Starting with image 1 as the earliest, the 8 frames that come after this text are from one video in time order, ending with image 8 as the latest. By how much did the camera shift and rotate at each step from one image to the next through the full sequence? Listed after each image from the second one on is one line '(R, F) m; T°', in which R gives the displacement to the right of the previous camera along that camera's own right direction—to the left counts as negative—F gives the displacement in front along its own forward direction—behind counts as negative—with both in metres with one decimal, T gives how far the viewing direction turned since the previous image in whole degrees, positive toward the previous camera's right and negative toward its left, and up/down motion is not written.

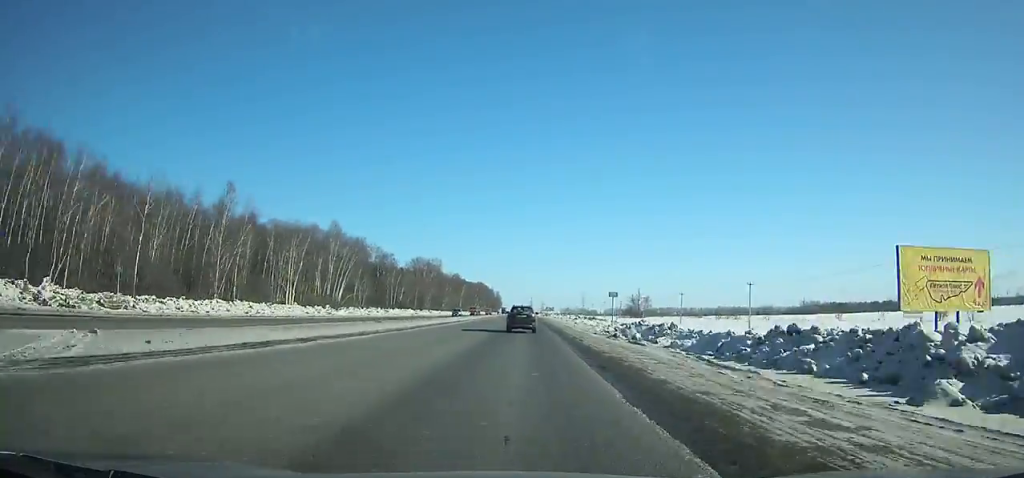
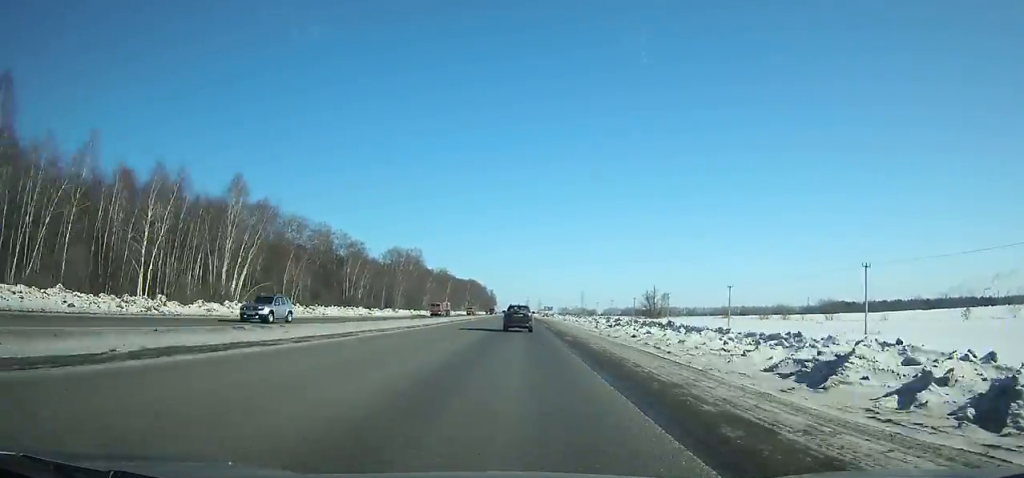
(-0.1, +40.2) m; 0°
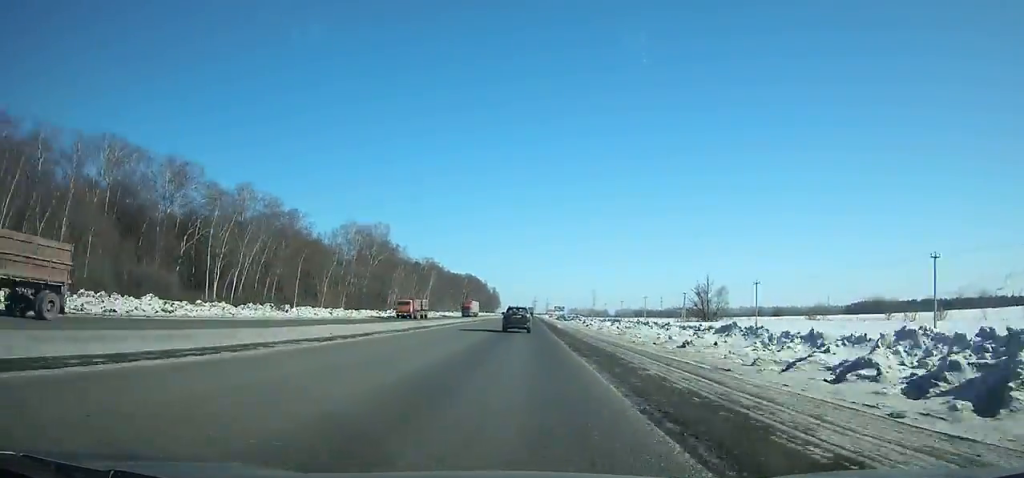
(-0.1, +62.0) m; 0°
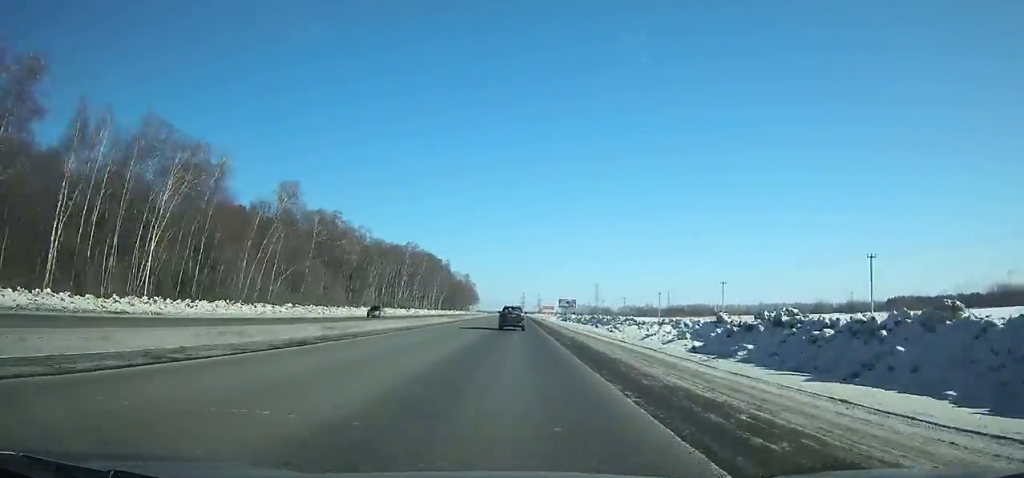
(+0.6, +142.0) m; 0°
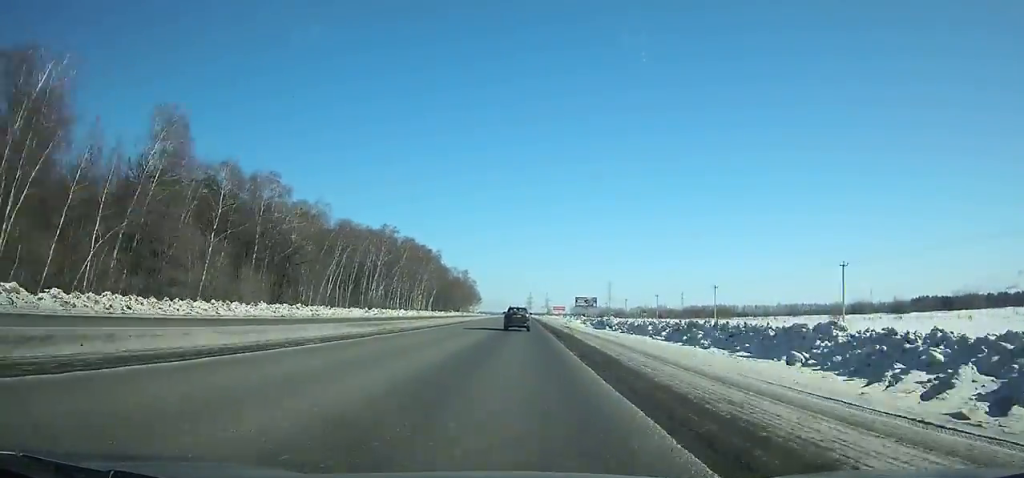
(+0.1, +42.6) m; 0°
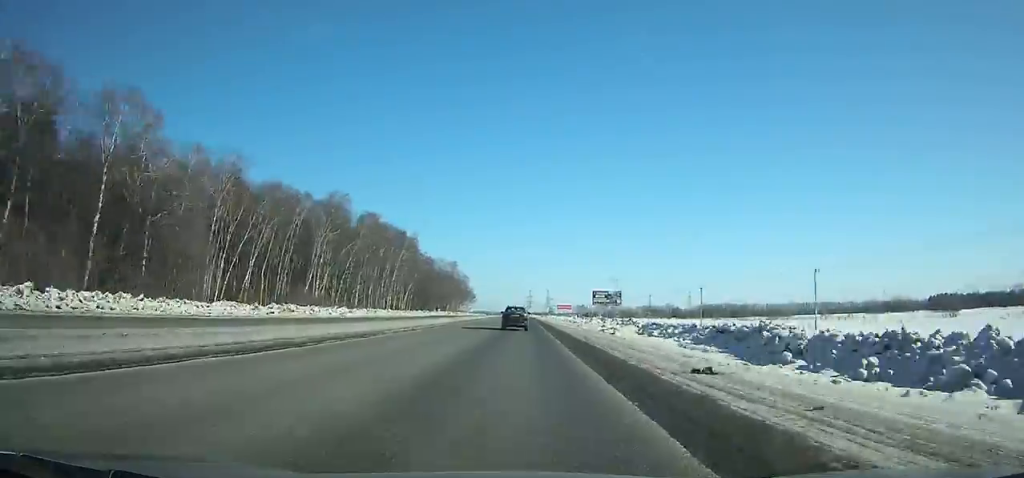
(-0.1, +43.1) m; 0°
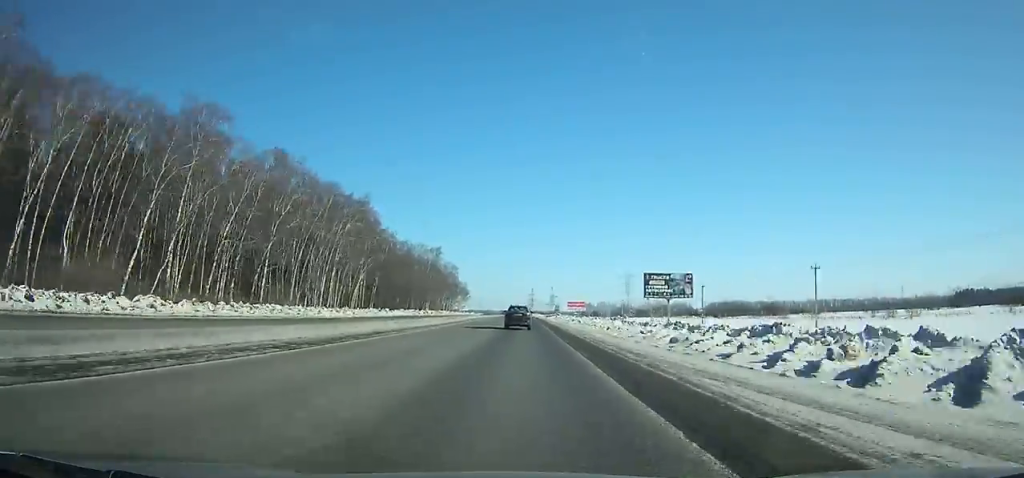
(-0.1, +50.9) m; 0°
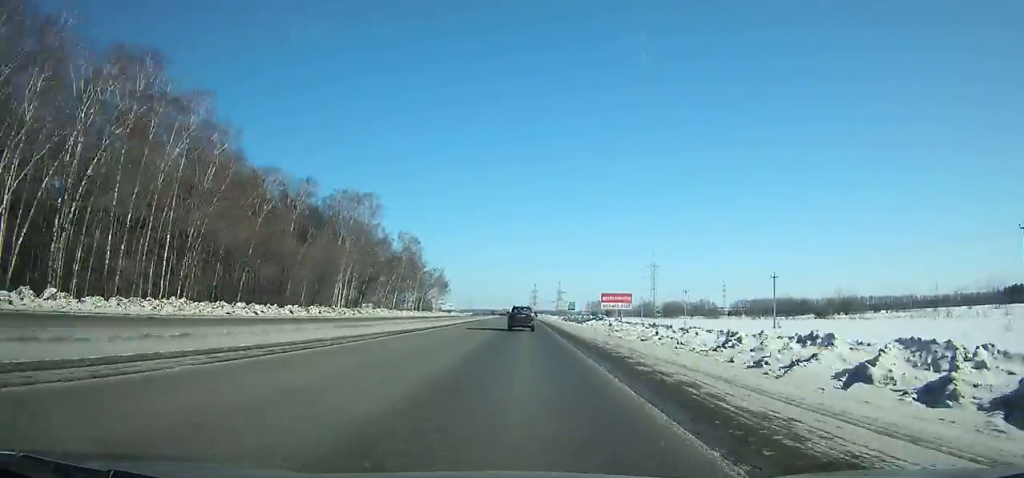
(0.0, +86.6) m; 0°
